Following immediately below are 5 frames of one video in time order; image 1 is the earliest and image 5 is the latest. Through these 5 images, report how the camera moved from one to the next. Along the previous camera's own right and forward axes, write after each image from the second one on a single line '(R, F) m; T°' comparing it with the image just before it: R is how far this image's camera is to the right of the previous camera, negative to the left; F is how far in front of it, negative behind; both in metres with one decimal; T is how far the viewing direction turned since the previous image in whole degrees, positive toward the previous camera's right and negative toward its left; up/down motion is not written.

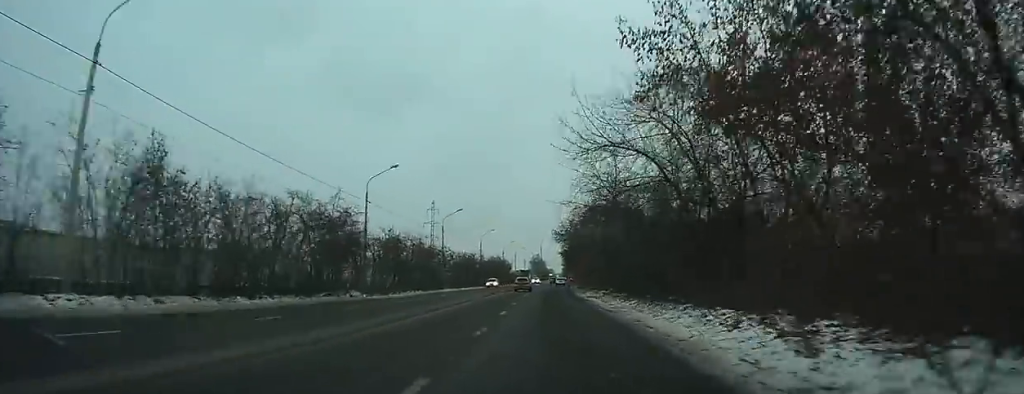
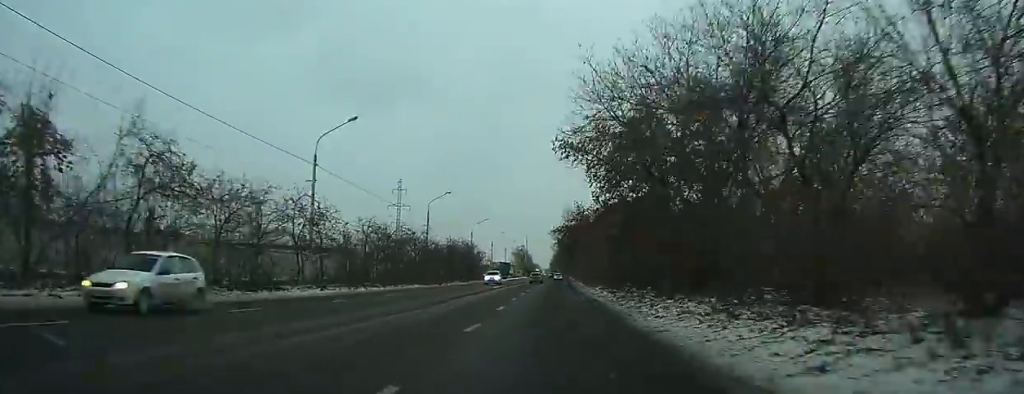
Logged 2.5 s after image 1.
(+0.4, +40.9) m; +1°
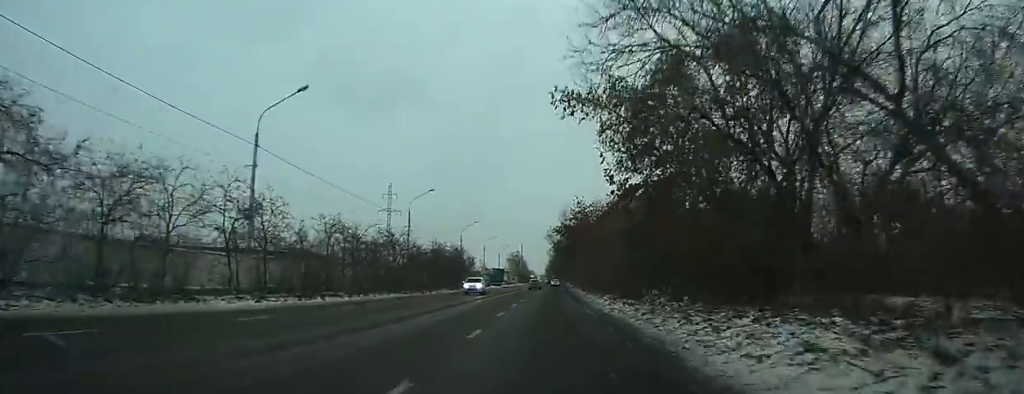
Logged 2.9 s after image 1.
(0.0, +7.2) m; 0°
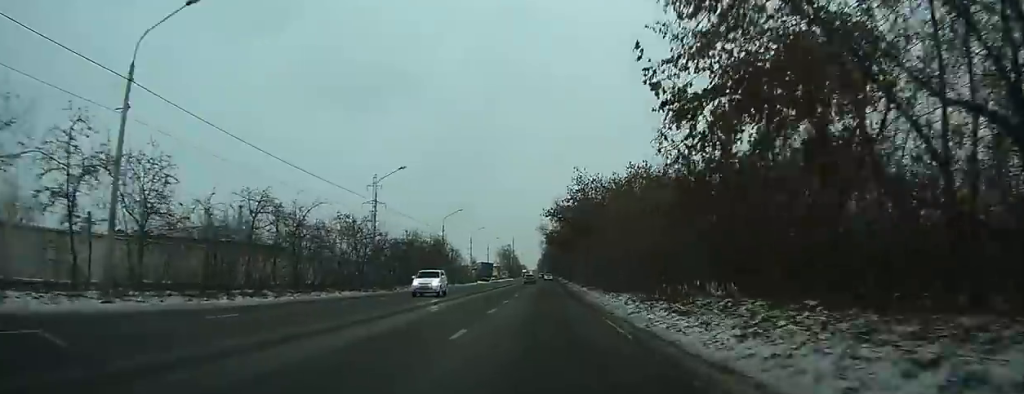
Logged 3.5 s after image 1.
(+0.1, +9.5) m; +1°
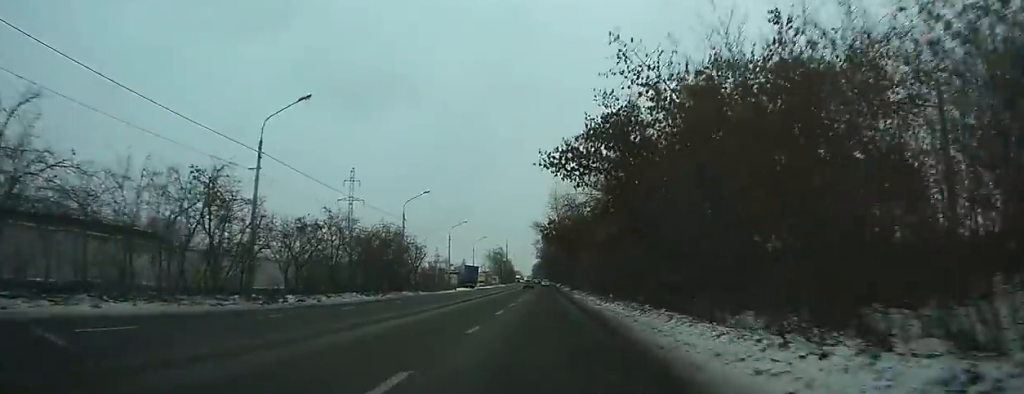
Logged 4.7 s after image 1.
(+0.2, +21.0) m; +1°
